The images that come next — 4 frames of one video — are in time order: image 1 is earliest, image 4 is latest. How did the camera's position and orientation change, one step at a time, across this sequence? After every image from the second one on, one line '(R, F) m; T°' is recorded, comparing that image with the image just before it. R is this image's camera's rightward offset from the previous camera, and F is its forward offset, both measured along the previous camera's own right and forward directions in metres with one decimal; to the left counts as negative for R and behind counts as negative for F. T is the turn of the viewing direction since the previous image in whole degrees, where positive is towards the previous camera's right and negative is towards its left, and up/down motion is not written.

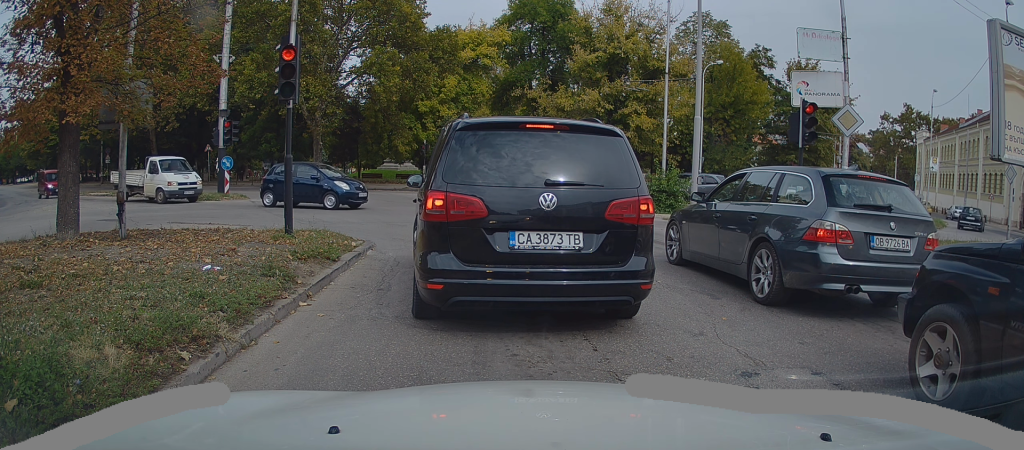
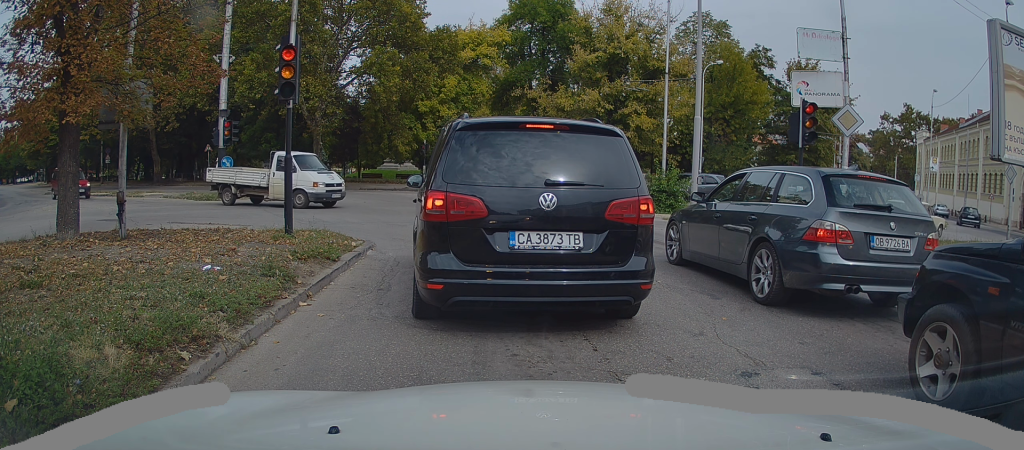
(0.0, 0.0) m; 0°
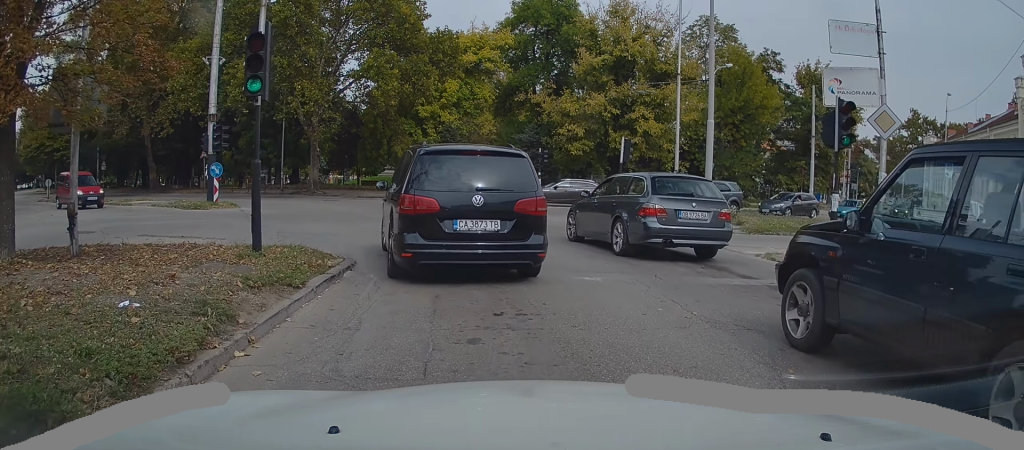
(0.0, +2.0) m; 0°
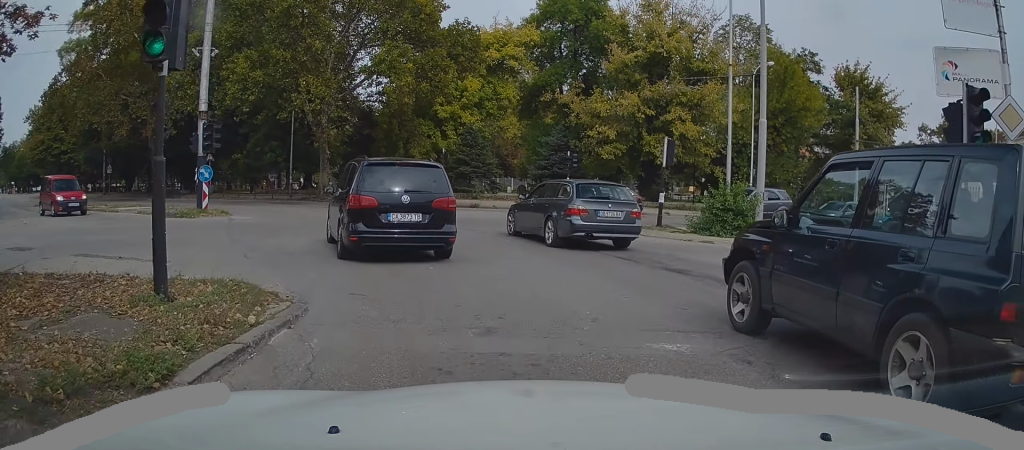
(-0.1, +3.5) m; -8°
